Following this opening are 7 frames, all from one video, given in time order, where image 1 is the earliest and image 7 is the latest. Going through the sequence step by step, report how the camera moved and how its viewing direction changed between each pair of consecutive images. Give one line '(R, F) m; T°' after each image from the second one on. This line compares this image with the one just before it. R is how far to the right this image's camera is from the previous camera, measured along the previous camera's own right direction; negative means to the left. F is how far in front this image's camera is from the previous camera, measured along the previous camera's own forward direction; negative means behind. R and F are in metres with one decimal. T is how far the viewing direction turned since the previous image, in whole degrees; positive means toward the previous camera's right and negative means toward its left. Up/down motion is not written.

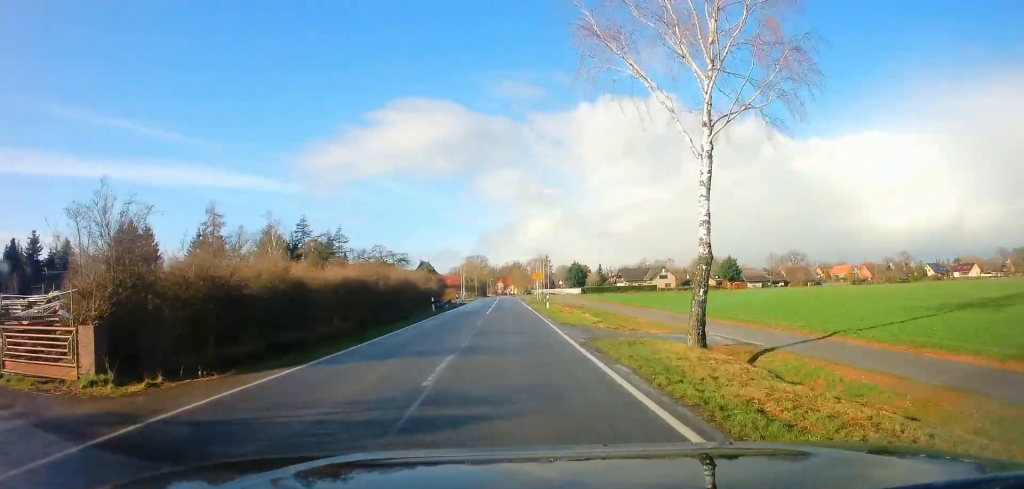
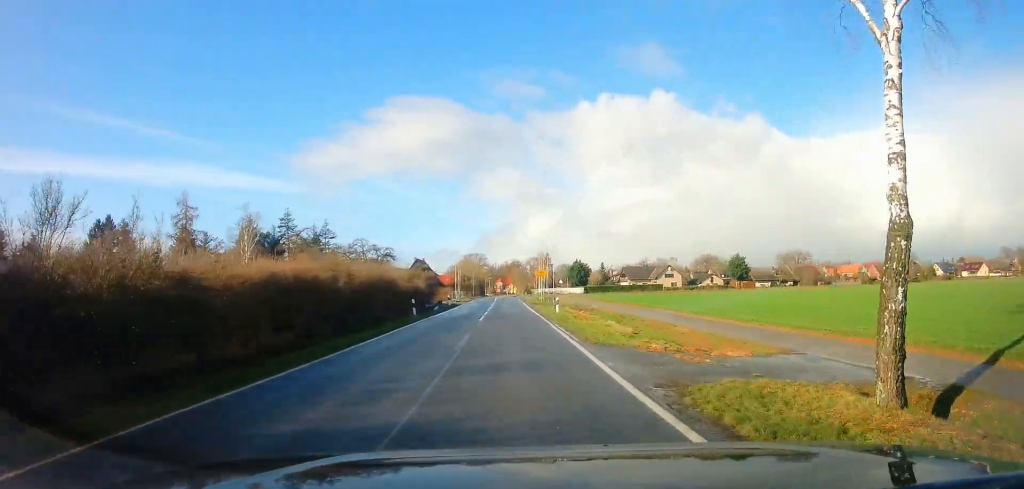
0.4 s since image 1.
(+0.1, +7.4) m; 0°
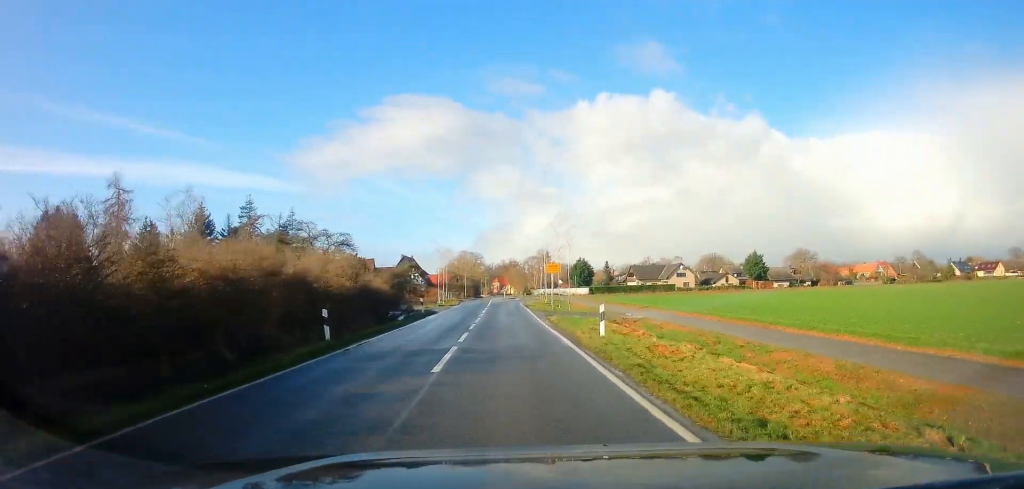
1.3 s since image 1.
(+0.2, +14.5) m; +1°
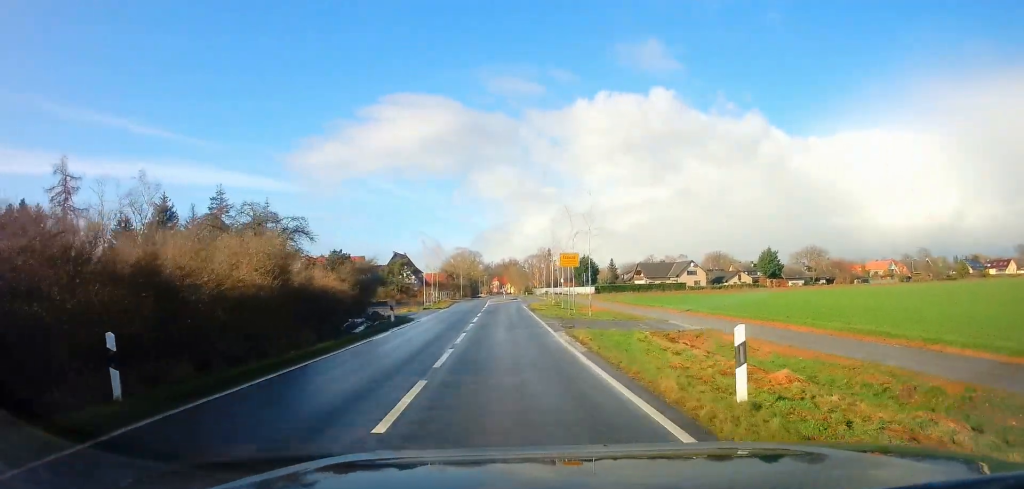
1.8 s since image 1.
(-0.1, +9.3) m; 0°
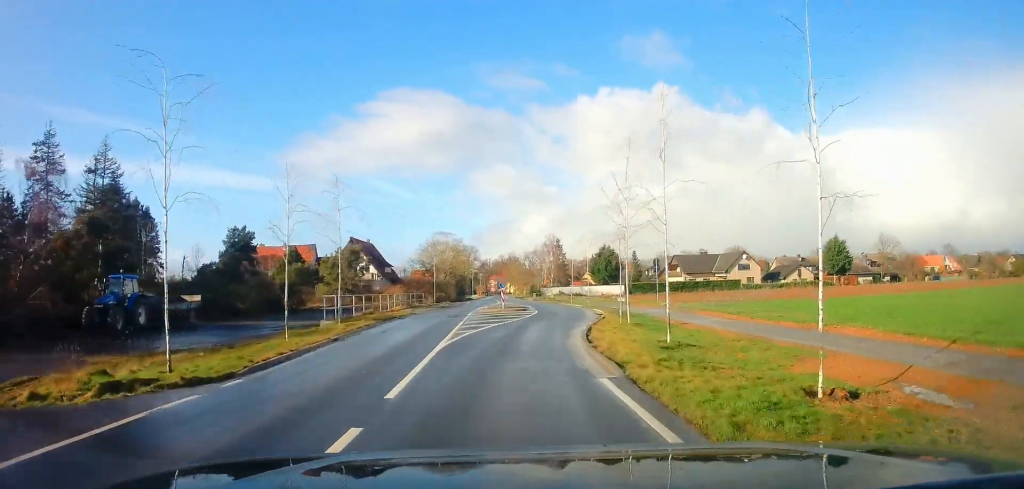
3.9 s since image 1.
(-0.1, +34.0) m; +1°
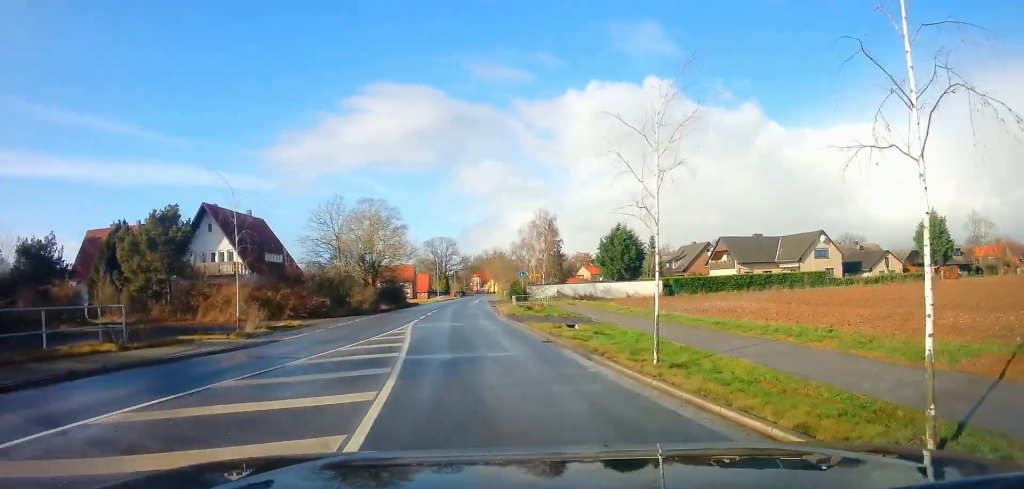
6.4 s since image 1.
(+1.3, +37.9) m; -3°
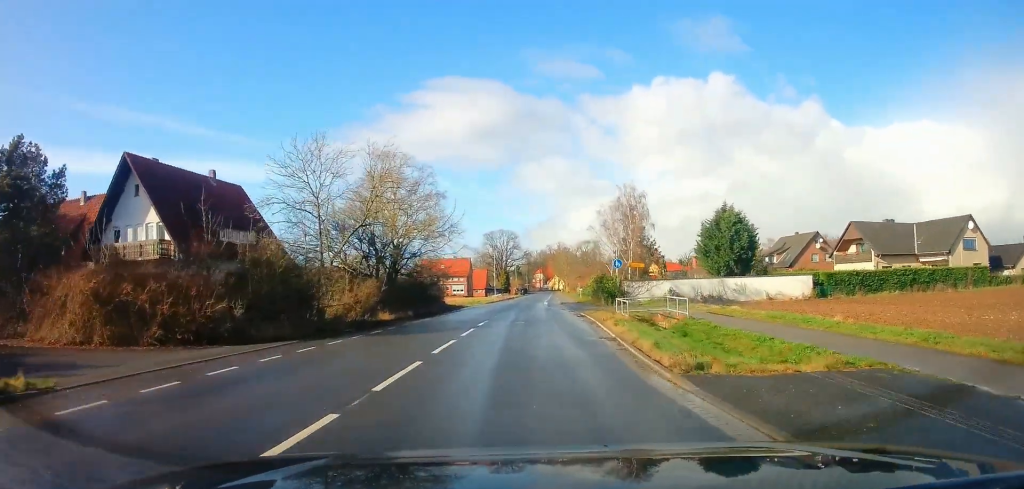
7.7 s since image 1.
(-1.3, +20.1) m; -3°
